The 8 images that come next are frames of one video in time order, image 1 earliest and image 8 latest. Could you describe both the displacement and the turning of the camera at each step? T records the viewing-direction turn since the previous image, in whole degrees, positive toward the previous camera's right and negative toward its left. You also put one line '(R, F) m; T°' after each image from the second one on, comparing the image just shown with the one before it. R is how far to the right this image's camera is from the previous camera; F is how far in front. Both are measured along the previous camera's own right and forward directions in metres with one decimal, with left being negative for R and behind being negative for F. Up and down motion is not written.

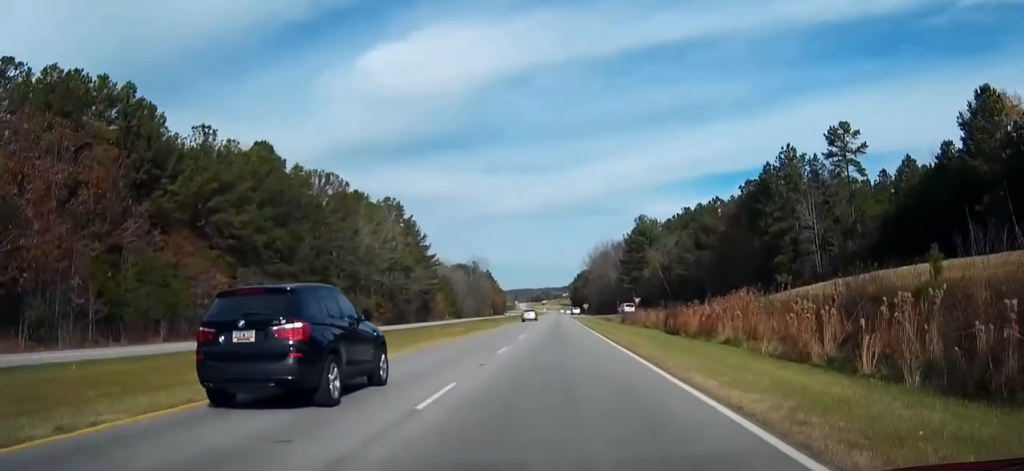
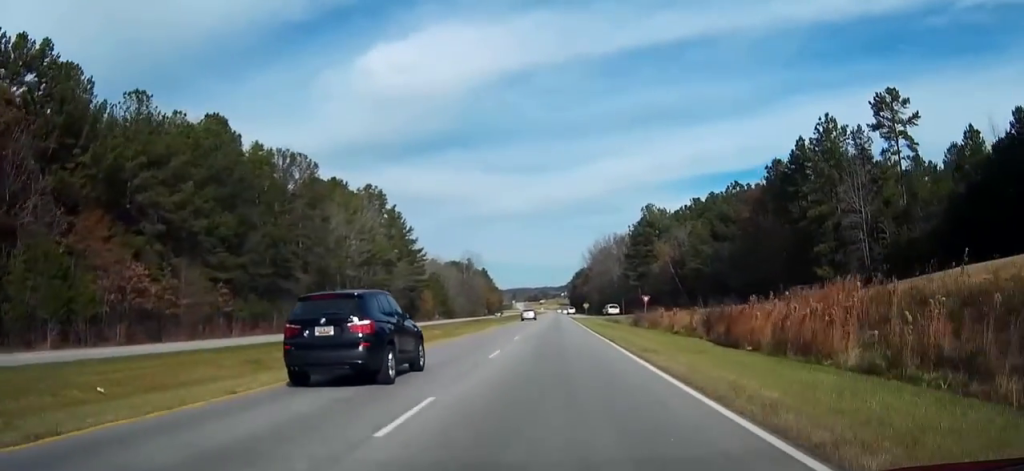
(0.0, +14.4) m; 0°
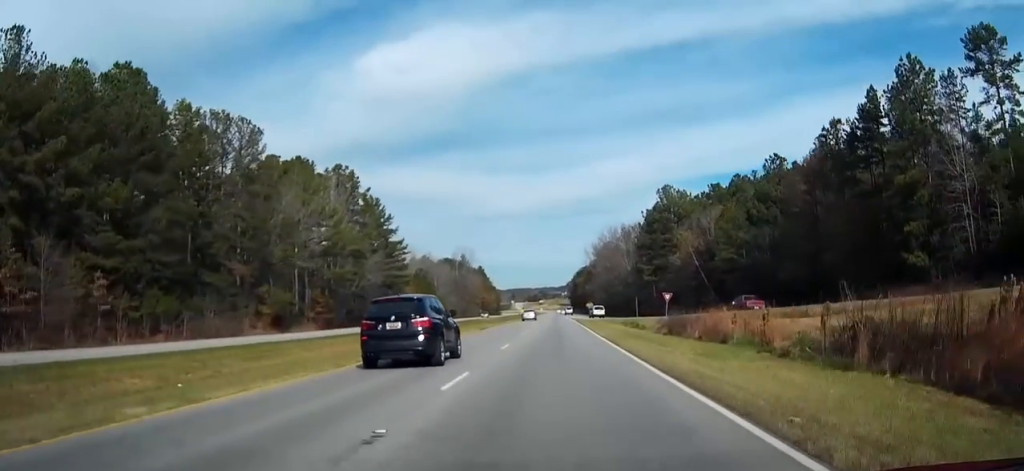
(+0.1, +20.1) m; 0°
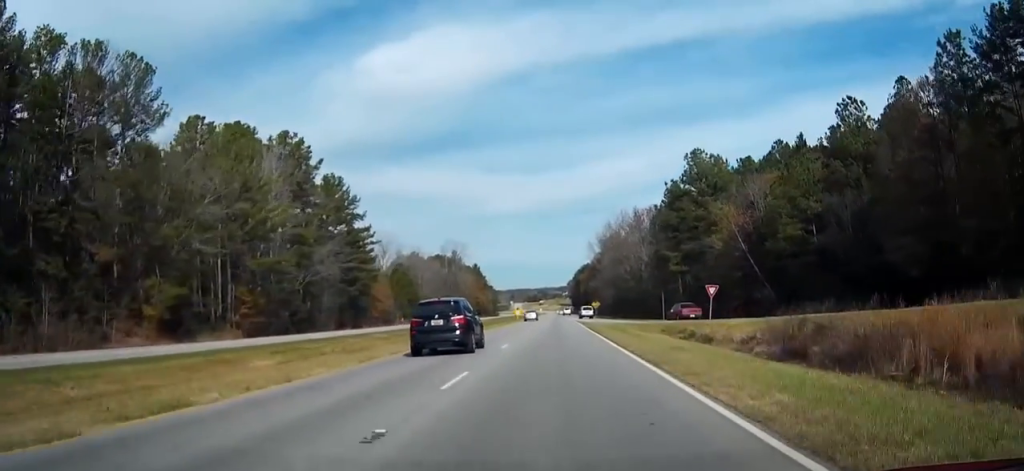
(-0.1, +25.2) m; 0°
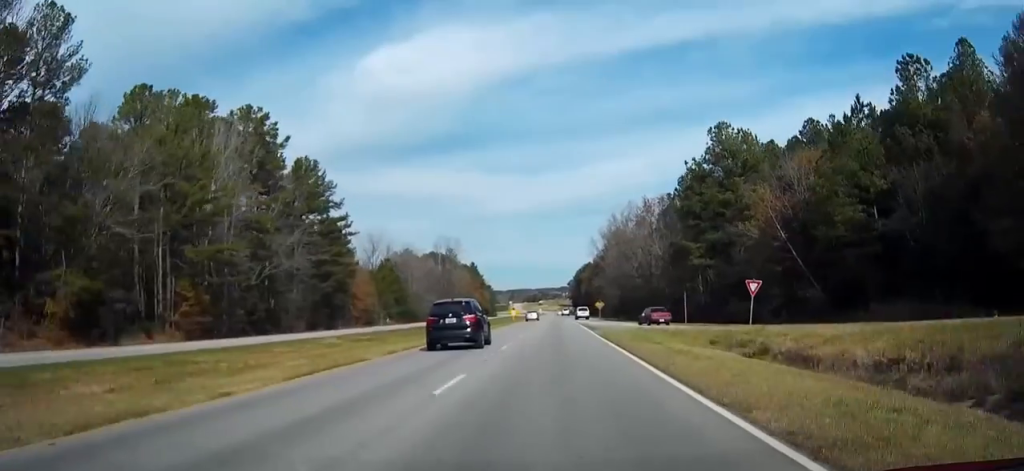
(0.0, +13.0) m; 0°
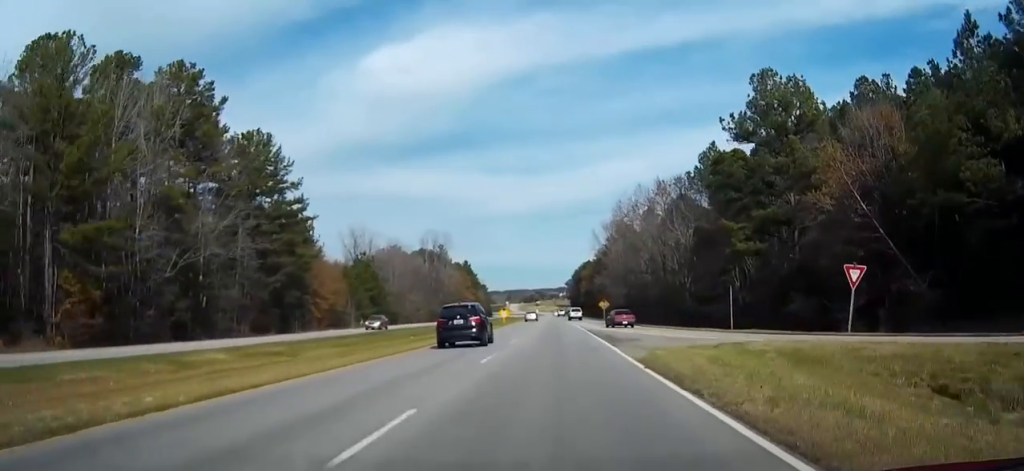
(0.0, +17.3) m; 0°
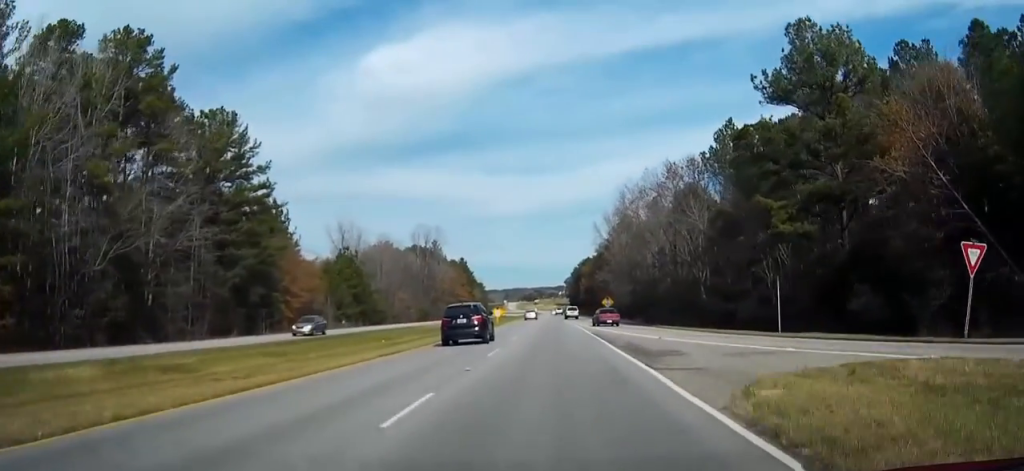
(0.0, +10.1) m; 0°
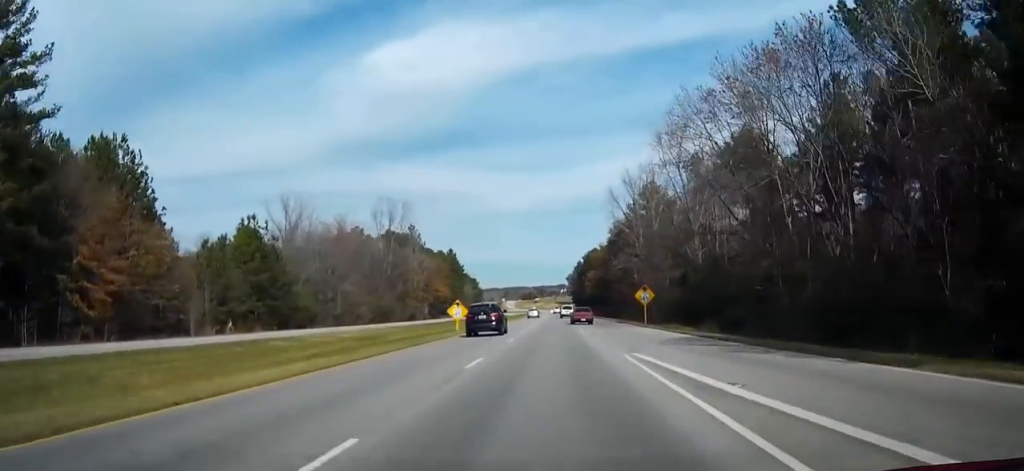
(+0.1, +40.3) m; 0°
